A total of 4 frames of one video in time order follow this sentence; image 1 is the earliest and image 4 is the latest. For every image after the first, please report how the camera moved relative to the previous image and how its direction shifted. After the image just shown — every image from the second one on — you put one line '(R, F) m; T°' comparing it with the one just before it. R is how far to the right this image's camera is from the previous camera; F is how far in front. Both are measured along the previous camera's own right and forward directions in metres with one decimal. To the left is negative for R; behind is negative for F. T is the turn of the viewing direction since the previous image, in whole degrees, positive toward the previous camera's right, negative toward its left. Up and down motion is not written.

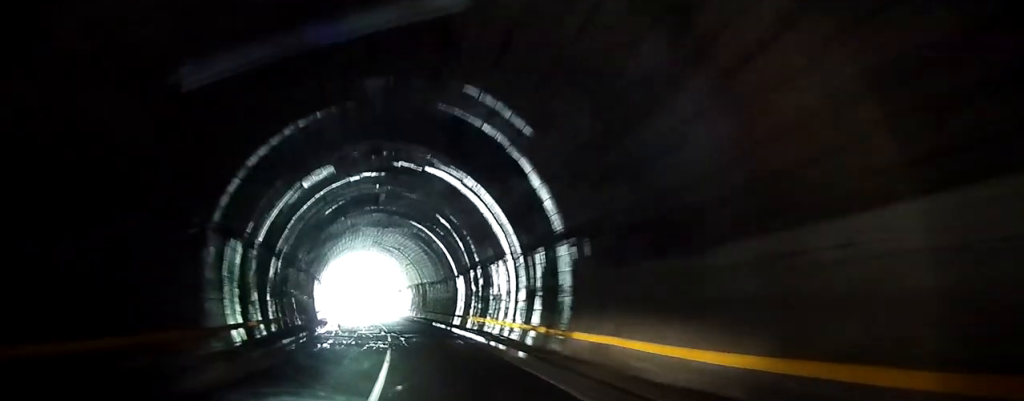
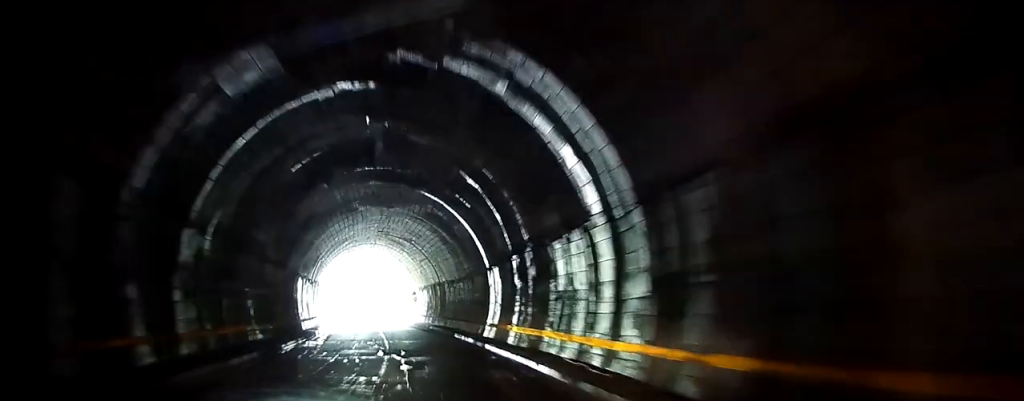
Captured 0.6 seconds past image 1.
(0.0, +12.2) m; 0°
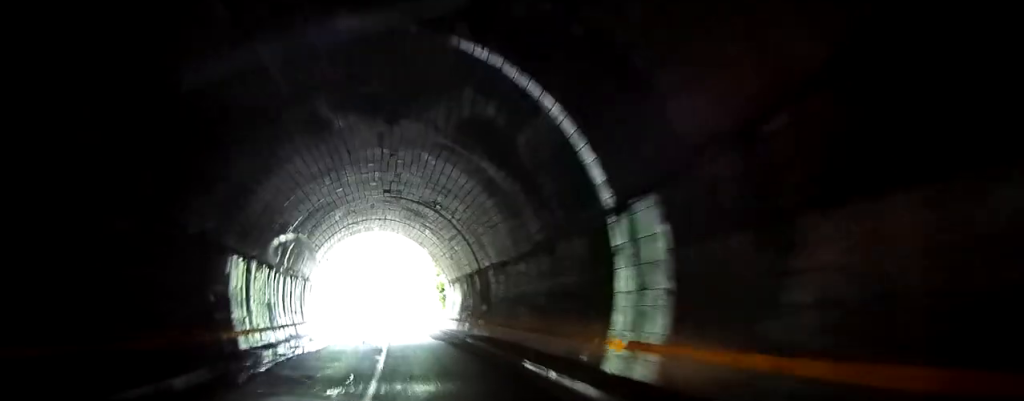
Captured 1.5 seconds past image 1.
(0.0, +17.4) m; 0°
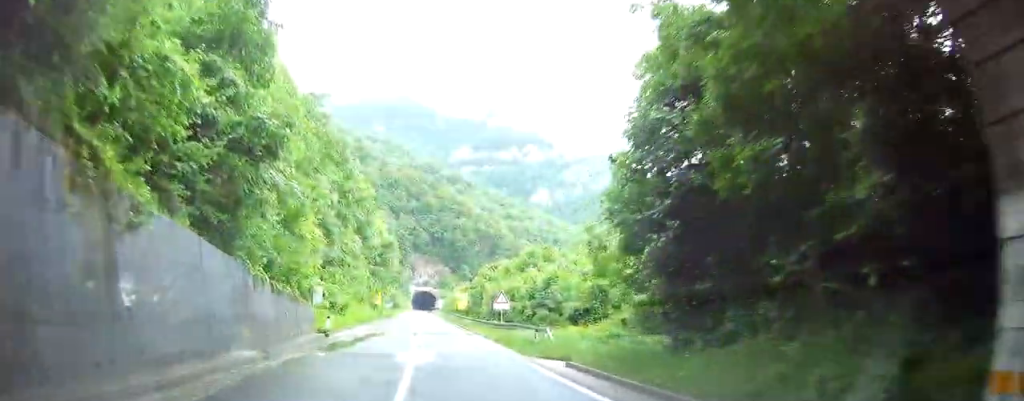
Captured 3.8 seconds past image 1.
(0.0, +44.8) m; 0°
